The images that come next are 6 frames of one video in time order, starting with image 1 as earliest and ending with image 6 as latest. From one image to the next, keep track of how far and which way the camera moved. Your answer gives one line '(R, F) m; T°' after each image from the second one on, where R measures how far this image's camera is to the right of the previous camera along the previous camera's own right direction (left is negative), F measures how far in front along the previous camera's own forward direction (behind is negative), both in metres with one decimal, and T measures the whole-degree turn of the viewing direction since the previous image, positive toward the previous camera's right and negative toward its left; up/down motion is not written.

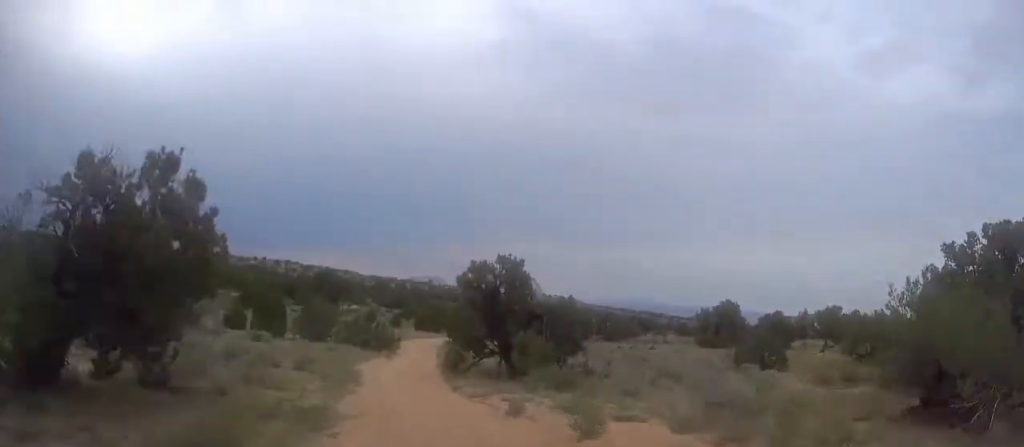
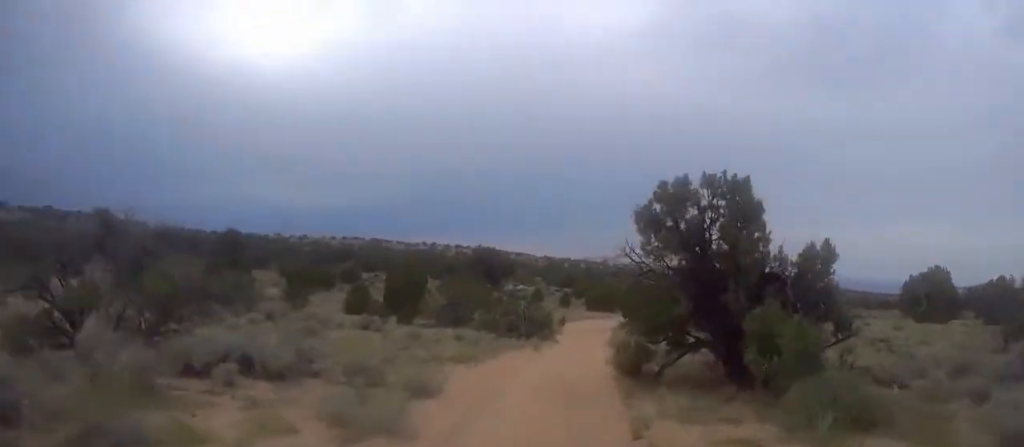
(+0.3, +12.9) m; -5°
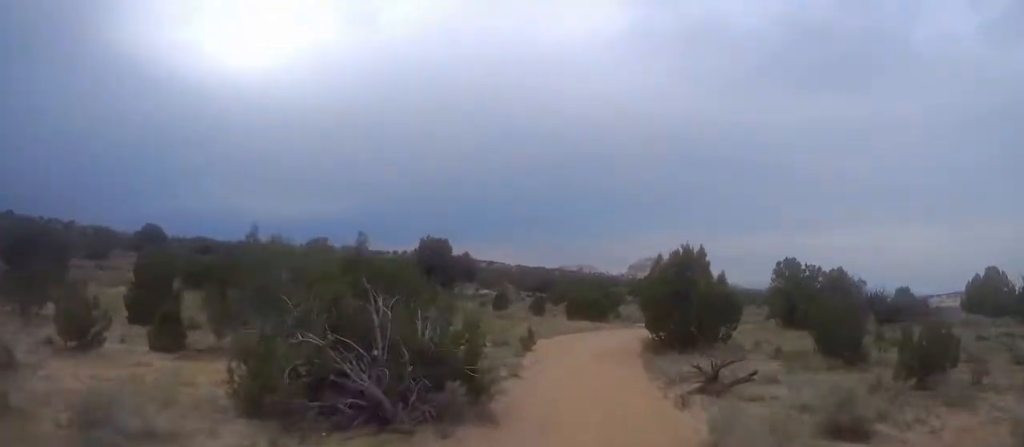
(-3.3, +26.2) m; -8°
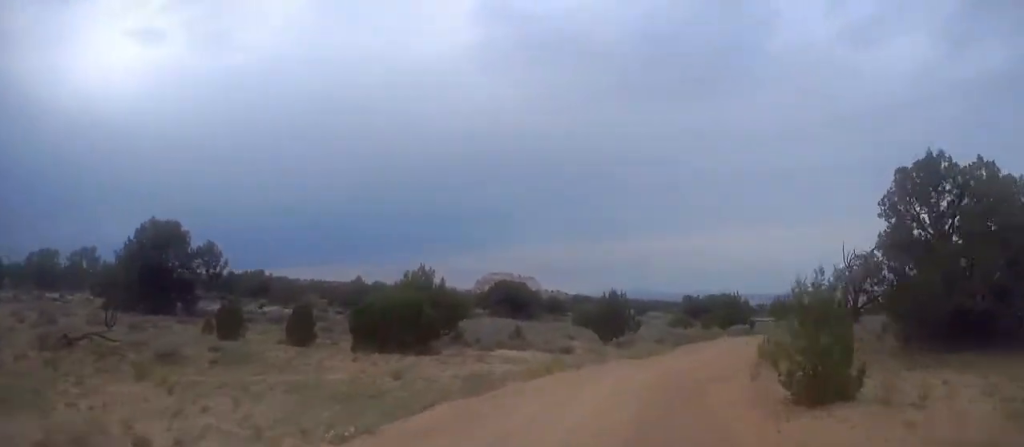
(+0.6, +37.0) m; +6°
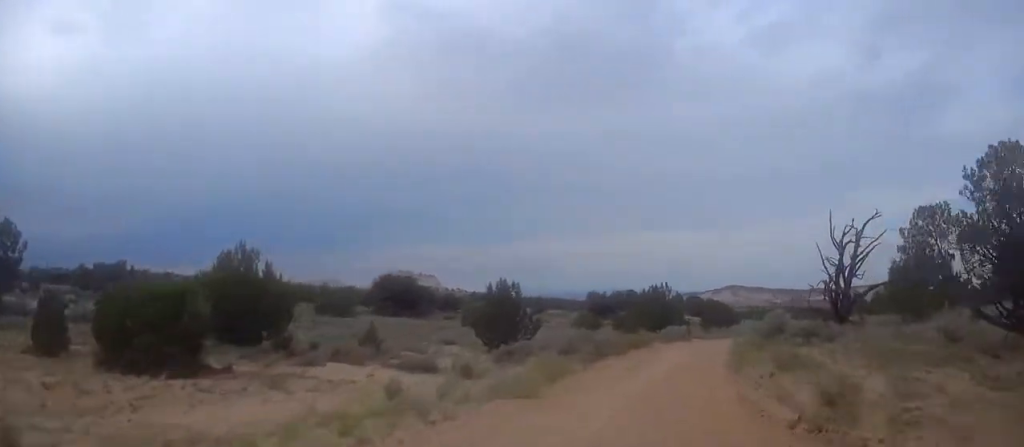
(+0.9, +13.2) m; +8°
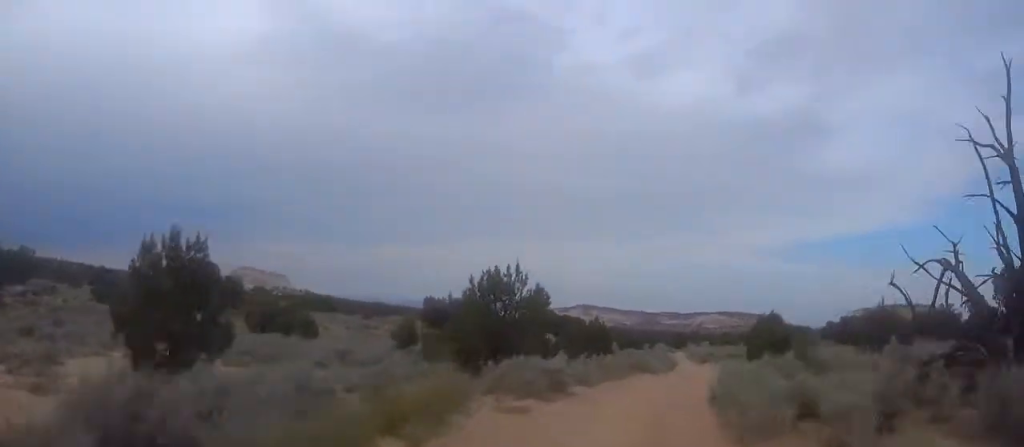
(+2.8, +21.1) m; +14°
